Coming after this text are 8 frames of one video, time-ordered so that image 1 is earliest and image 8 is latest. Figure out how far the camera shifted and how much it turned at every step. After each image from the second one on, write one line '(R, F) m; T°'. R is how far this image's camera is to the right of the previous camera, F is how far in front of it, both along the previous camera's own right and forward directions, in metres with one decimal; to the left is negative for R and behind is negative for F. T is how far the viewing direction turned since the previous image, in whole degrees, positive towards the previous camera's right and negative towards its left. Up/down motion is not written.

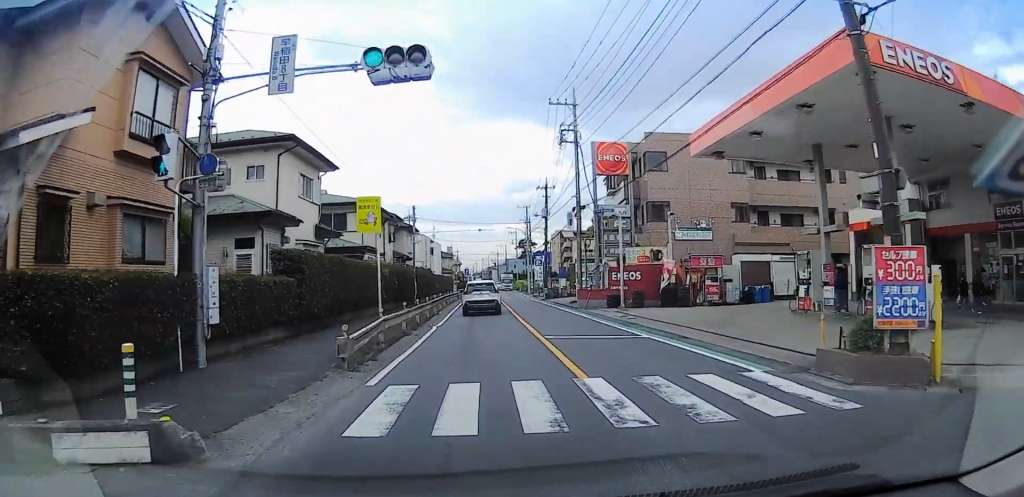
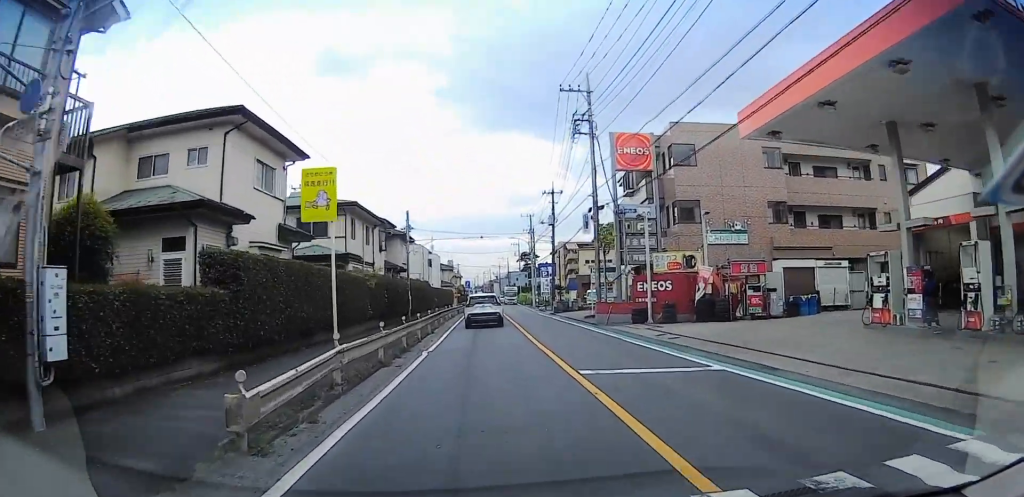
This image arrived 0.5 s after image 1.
(0.0, +4.3) m; 0°
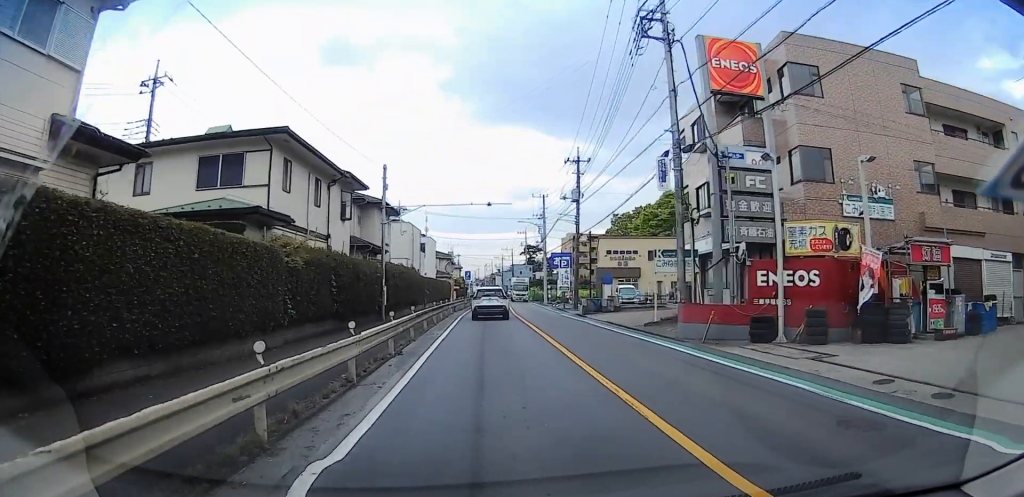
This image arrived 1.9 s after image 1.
(0.0, +11.5) m; 0°
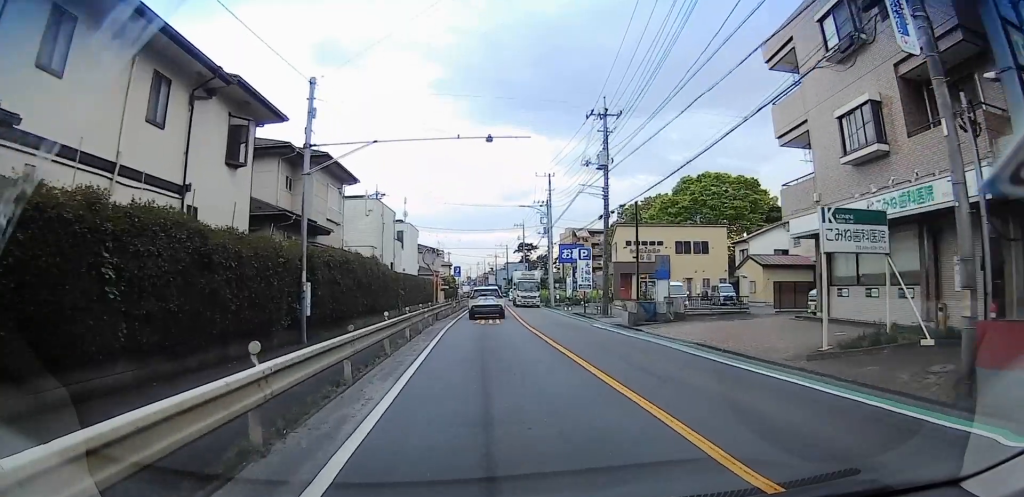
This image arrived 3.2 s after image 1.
(0.0, +13.6) m; -1°
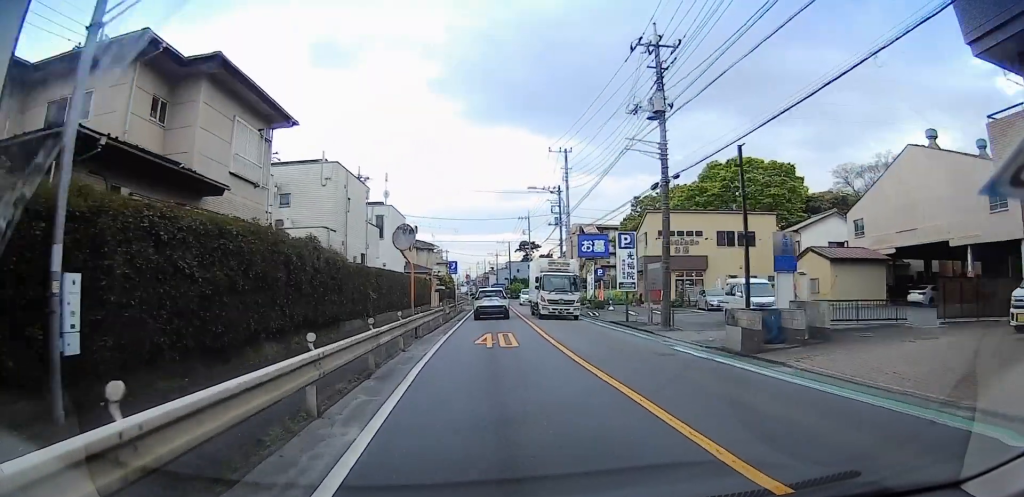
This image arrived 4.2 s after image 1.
(-0.2, +11.1) m; -2°
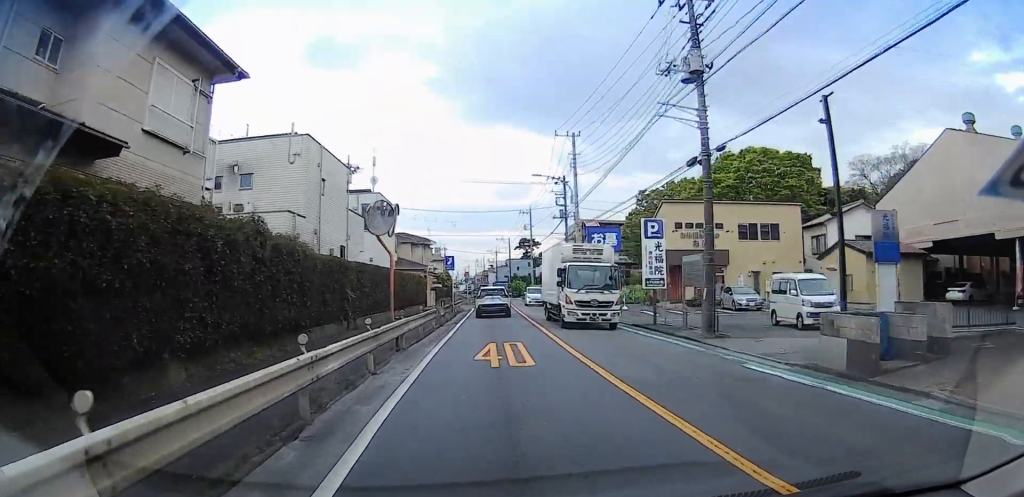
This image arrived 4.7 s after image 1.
(-0.1, +4.9) m; -1°
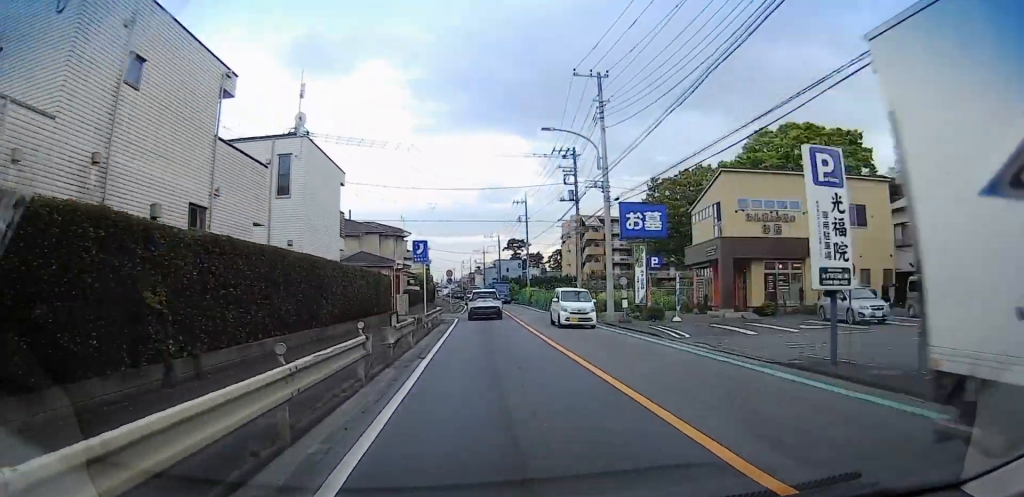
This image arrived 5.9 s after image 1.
(0.0, +15.2) m; +1°
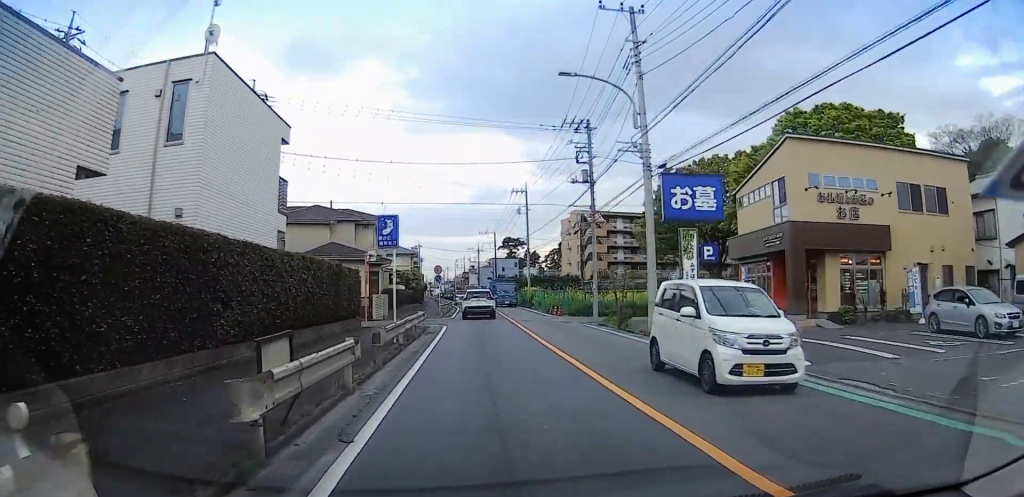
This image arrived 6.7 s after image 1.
(+0.2, +9.9) m; 0°
